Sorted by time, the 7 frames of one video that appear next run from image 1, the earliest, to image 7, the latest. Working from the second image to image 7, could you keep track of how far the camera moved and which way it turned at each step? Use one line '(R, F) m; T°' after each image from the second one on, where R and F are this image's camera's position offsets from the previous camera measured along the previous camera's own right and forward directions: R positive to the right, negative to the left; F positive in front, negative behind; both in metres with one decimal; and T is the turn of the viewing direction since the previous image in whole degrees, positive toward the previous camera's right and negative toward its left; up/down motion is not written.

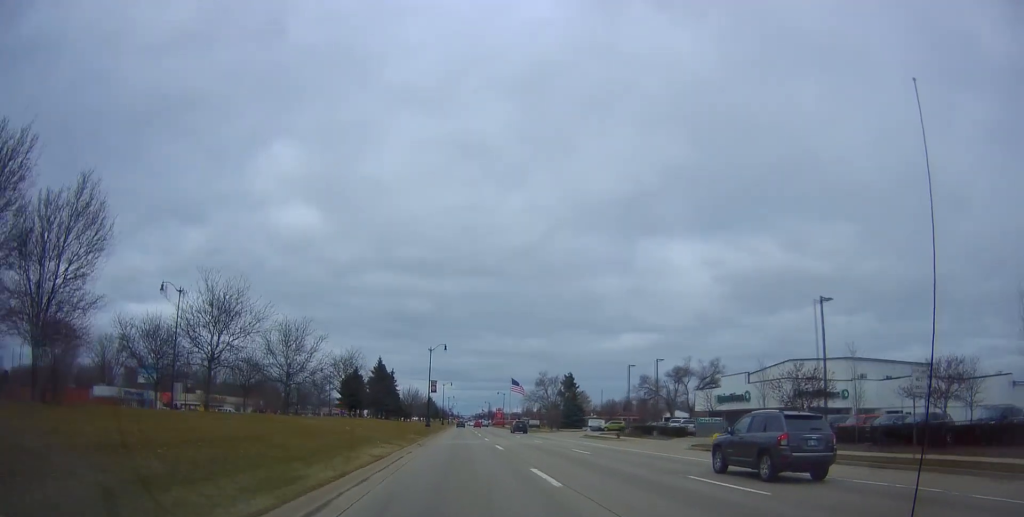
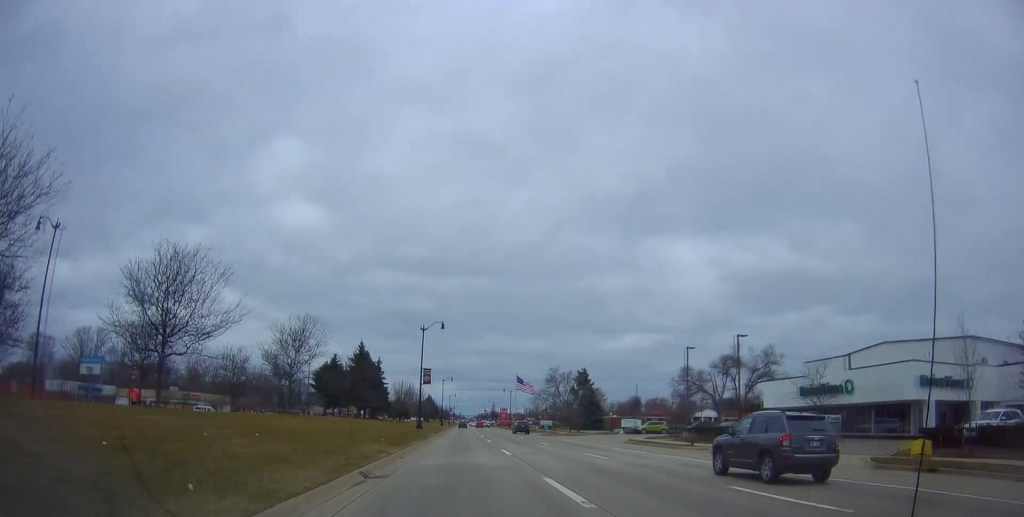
(0.0, +18.5) m; 0°
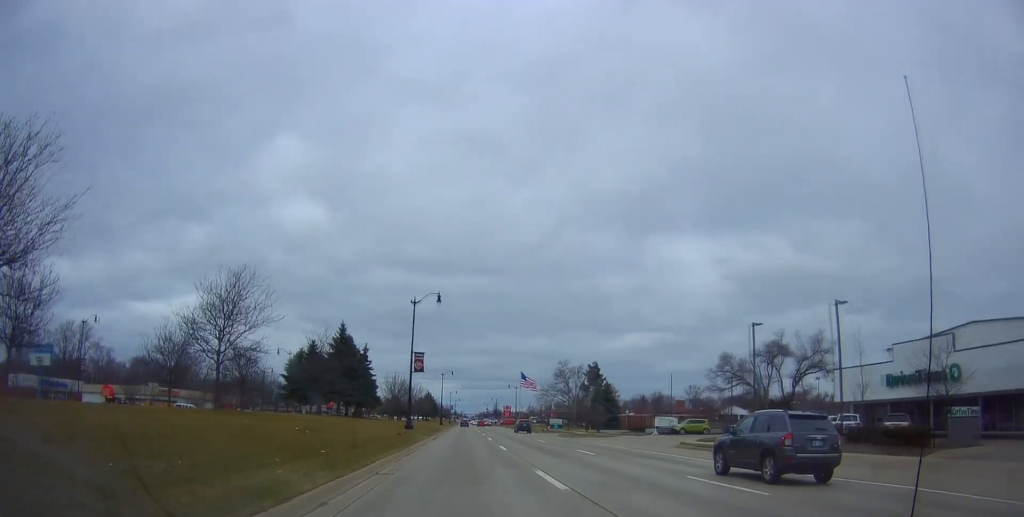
(+0.3, +12.1) m; -1°
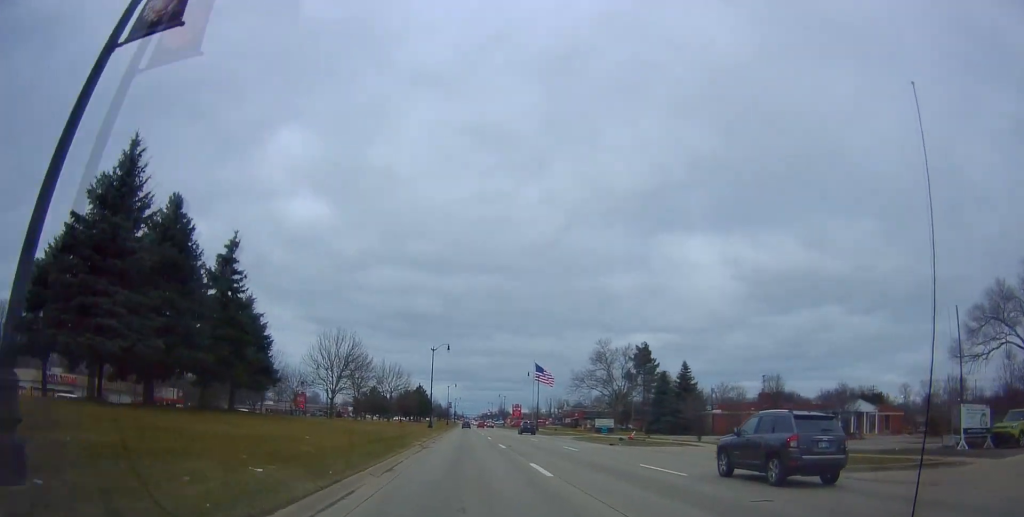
(-0.1, +42.5) m; 0°
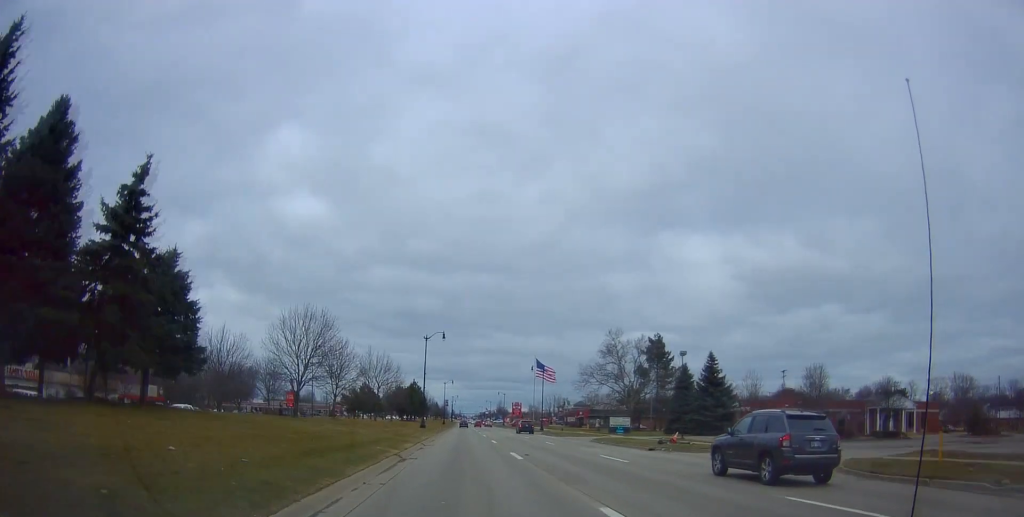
(-0.4, +9.7) m; -1°
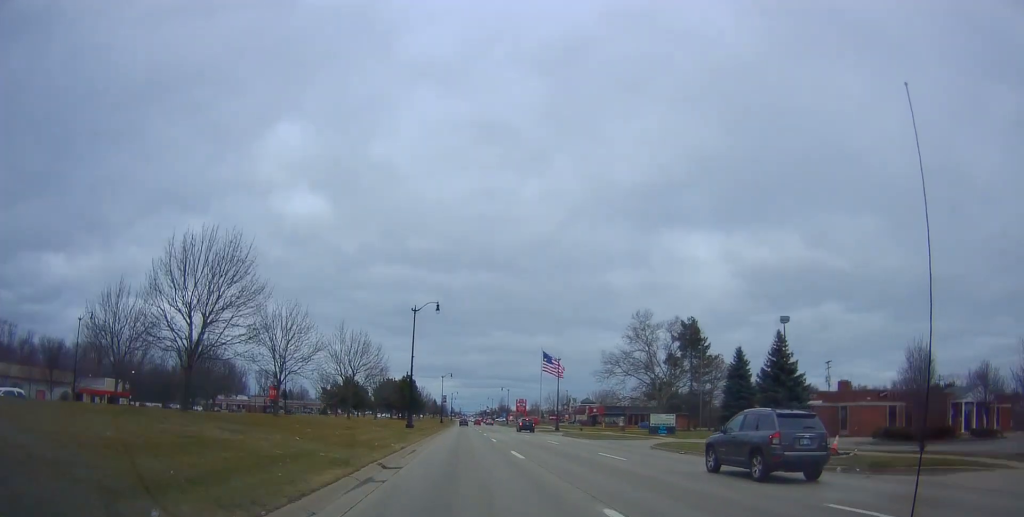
(-0.2, +16.6) m; -1°
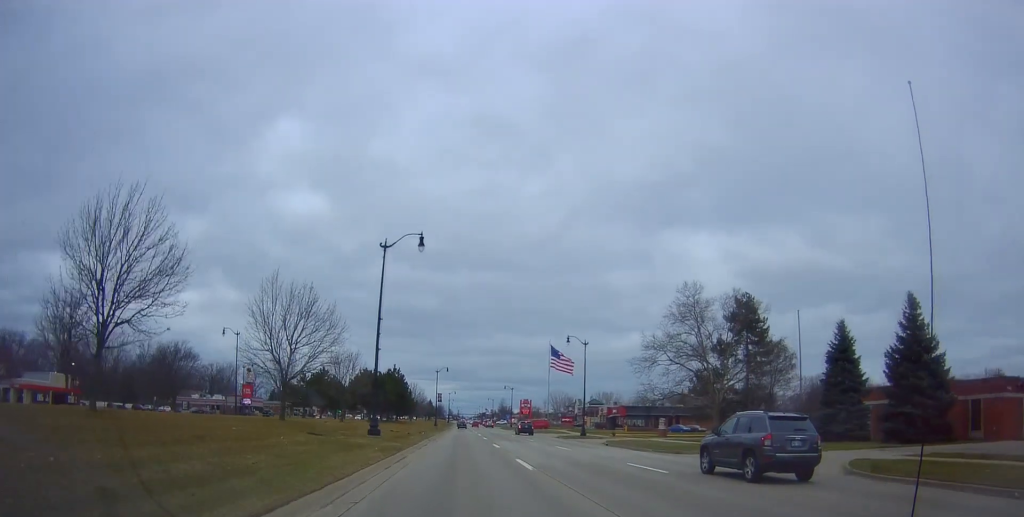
(+0.2, +20.0) m; 0°
